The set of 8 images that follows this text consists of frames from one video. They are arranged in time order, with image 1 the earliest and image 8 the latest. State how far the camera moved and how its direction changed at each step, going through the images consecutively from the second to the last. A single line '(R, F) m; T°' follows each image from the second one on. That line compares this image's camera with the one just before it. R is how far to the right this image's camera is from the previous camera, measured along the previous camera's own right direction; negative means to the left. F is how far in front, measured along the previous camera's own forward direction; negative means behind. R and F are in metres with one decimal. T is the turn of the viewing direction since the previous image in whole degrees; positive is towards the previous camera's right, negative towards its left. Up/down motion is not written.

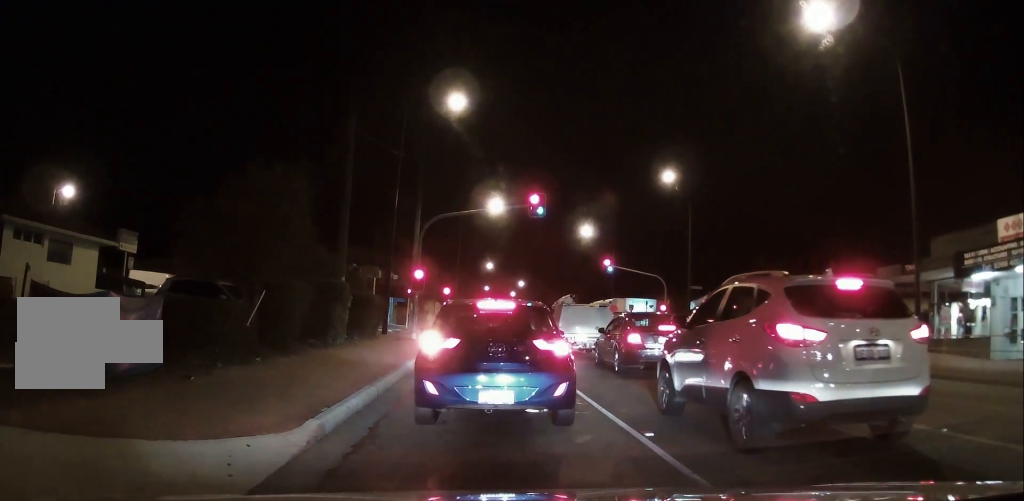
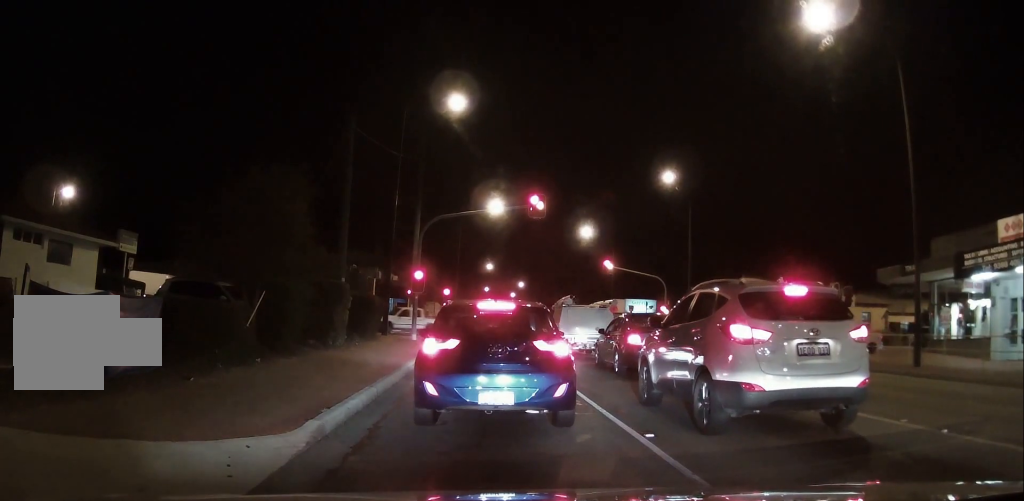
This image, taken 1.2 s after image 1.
(0.0, 0.0) m; 0°
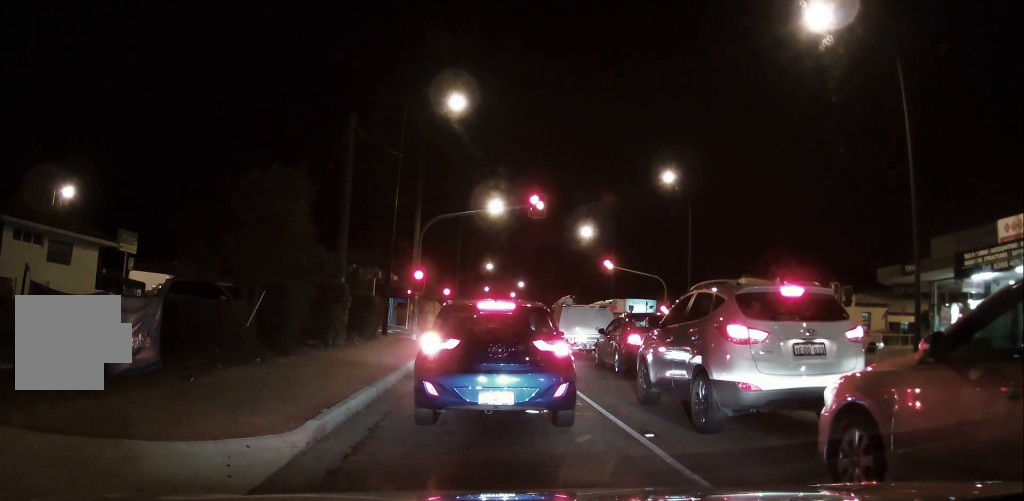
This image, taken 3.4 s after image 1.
(0.0, 0.0) m; 0°
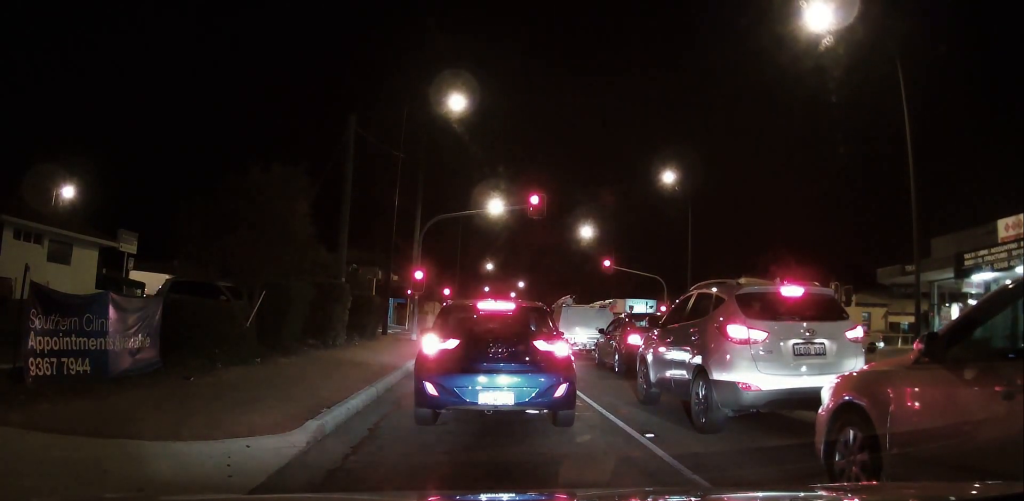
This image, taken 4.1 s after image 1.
(0.0, 0.0) m; 0°
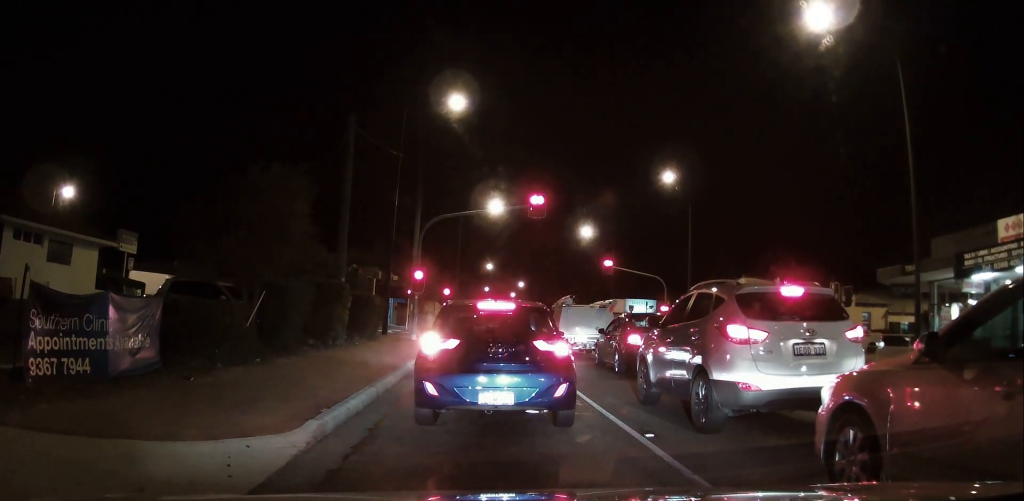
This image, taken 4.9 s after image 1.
(0.0, 0.0) m; 0°
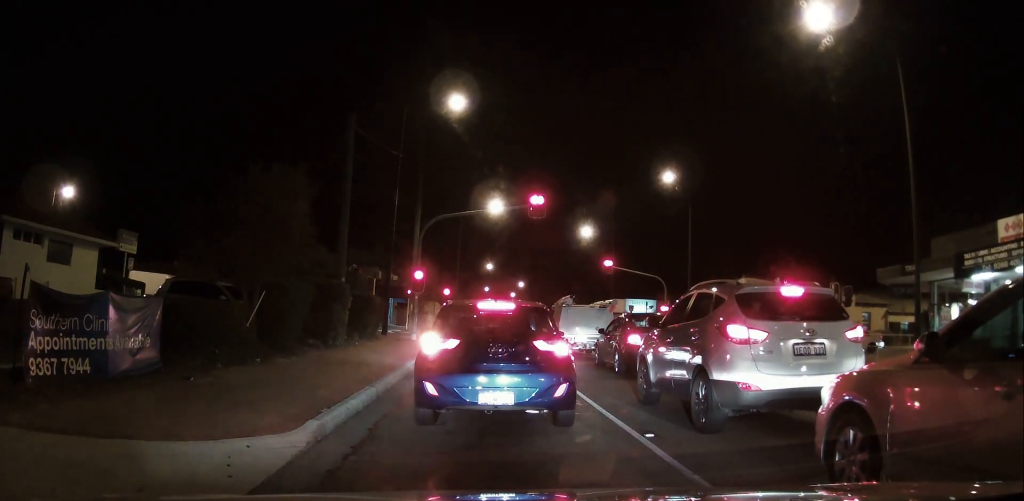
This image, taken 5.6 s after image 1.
(0.0, 0.0) m; 0°
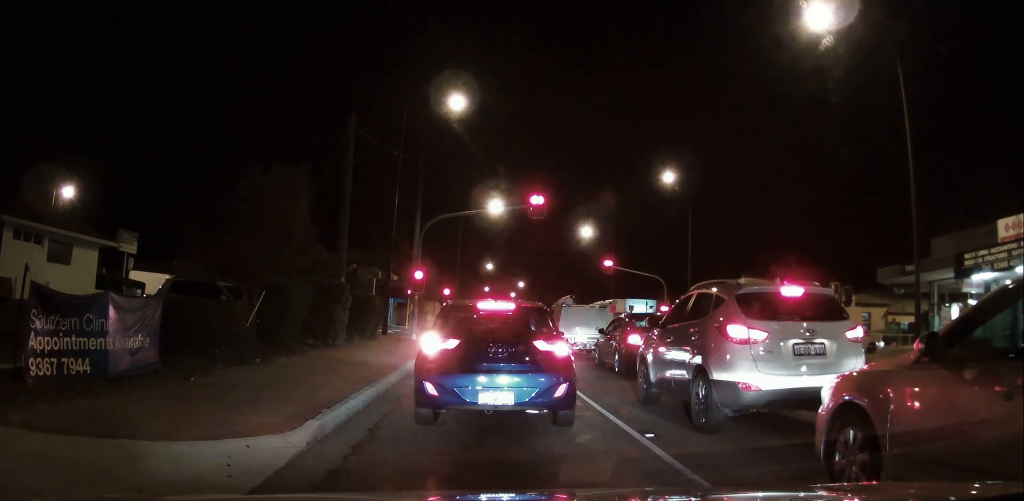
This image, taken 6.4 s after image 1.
(0.0, 0.0) m; 0°
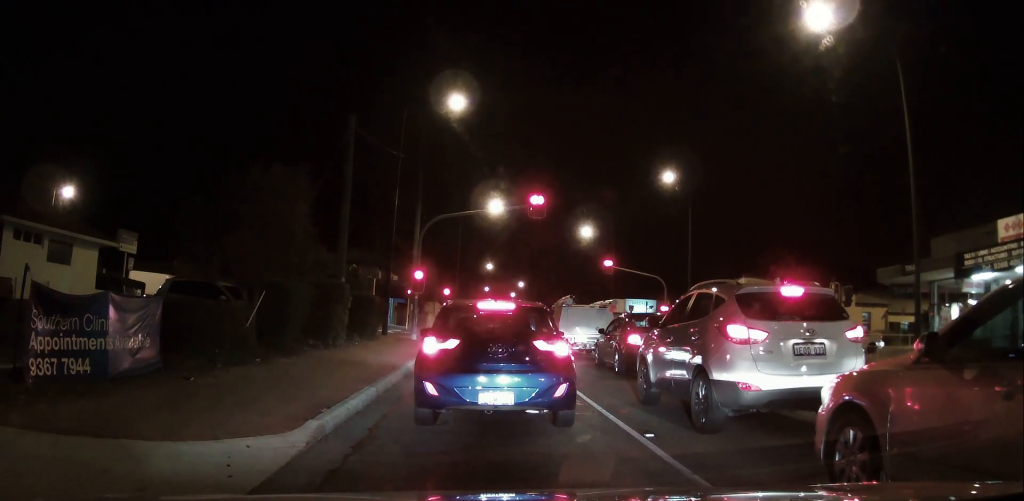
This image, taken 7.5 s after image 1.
(0.0, 0.0) m; 0°
